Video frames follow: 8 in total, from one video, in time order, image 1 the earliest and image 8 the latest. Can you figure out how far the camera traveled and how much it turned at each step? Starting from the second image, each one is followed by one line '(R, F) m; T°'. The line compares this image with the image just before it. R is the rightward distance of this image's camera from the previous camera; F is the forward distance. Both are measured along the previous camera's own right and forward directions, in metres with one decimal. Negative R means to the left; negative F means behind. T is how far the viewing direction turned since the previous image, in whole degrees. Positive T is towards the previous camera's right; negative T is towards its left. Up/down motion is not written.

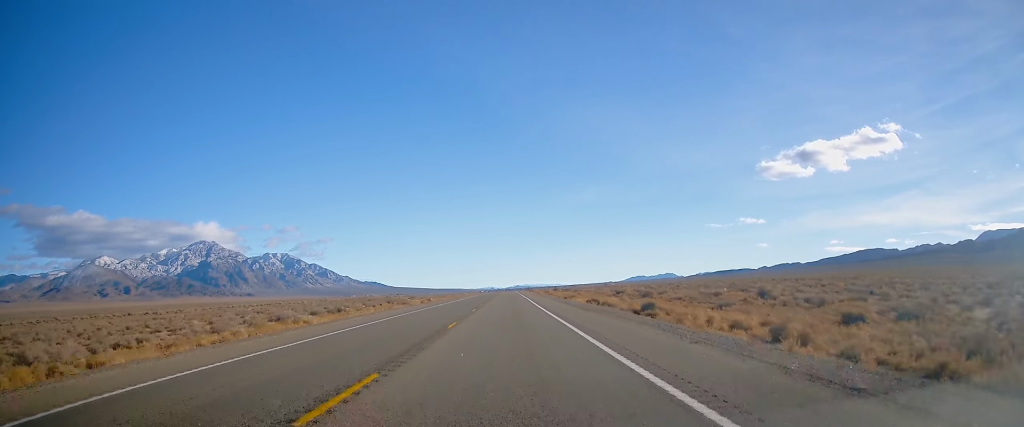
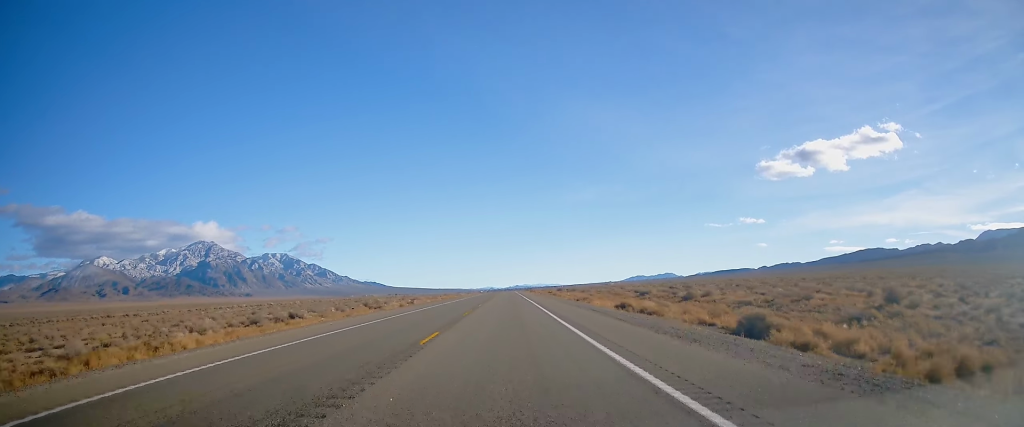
(+0.1, +17.2) m; 0°
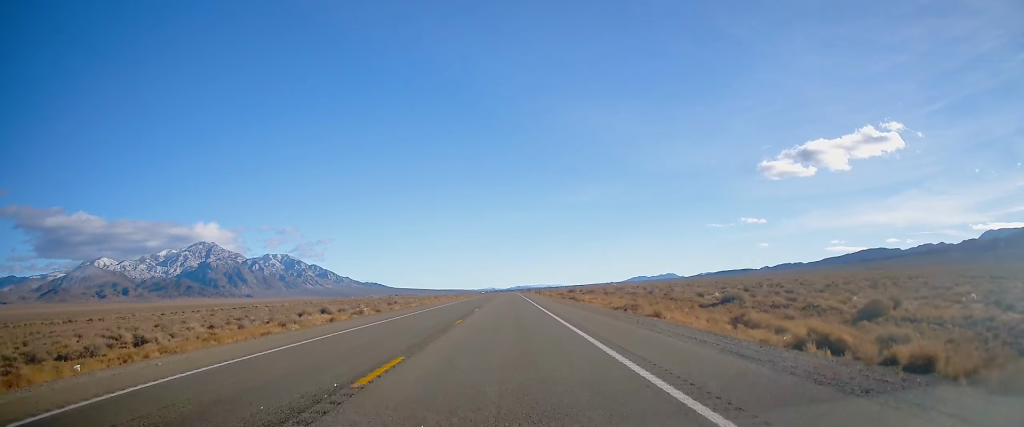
(0.0, +29.7) m; 0°
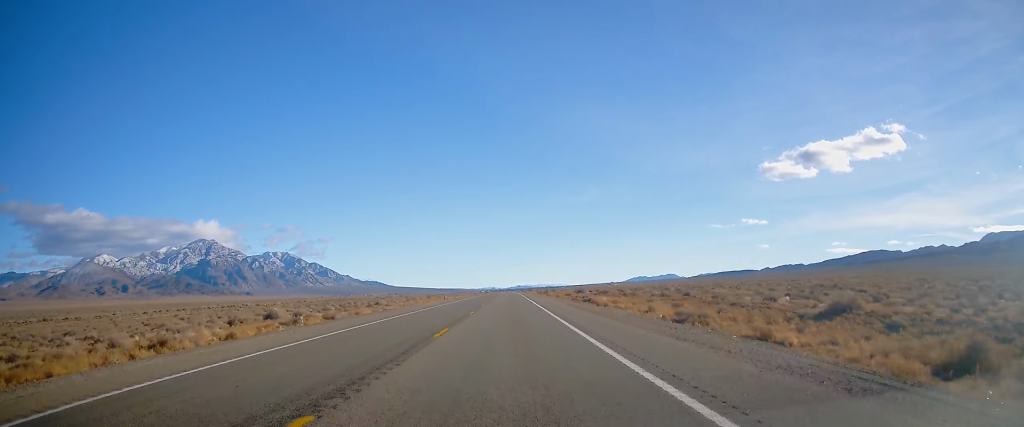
(0.0, +17.2) m; 0°
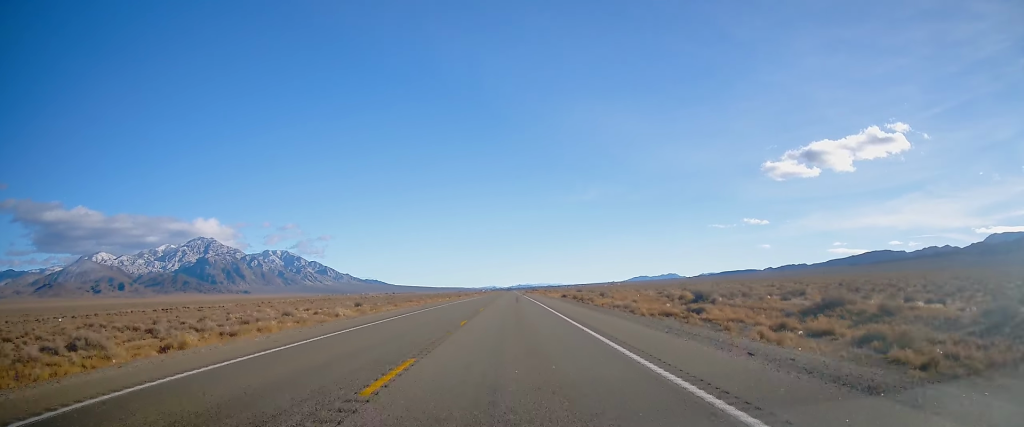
(0.0, +81.7) m; 0°
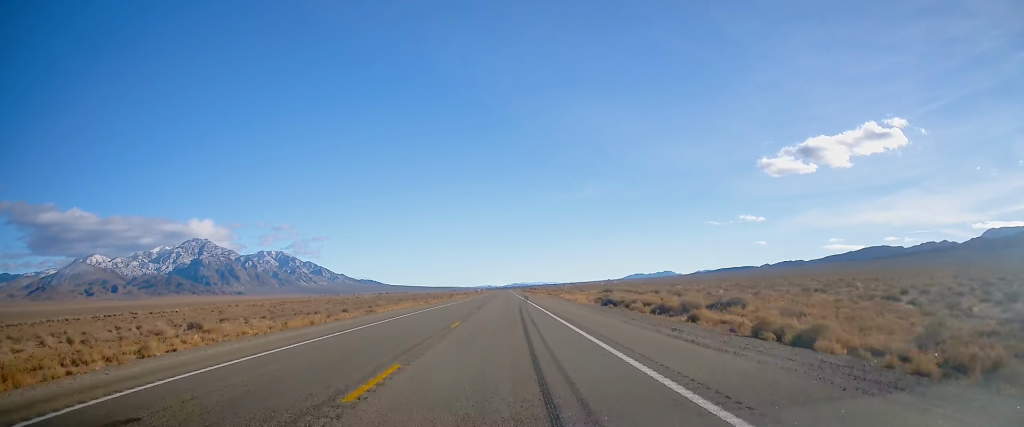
(-0.3, +48.9) m; 0°
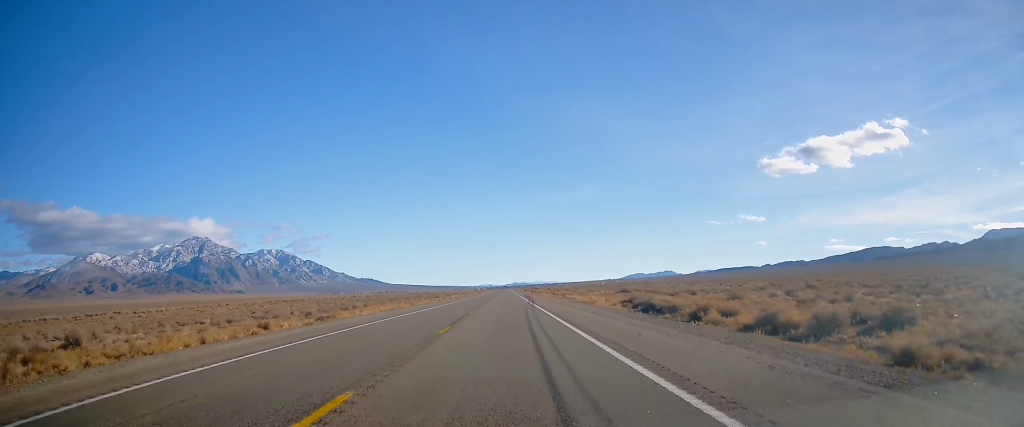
(+0.2, +14.8) m; 0°
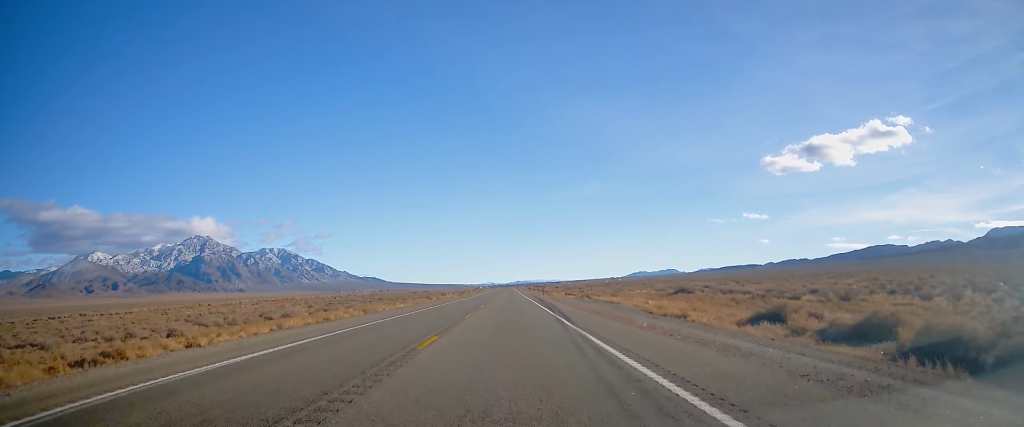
(-0.1, +28.5) m; 0°
